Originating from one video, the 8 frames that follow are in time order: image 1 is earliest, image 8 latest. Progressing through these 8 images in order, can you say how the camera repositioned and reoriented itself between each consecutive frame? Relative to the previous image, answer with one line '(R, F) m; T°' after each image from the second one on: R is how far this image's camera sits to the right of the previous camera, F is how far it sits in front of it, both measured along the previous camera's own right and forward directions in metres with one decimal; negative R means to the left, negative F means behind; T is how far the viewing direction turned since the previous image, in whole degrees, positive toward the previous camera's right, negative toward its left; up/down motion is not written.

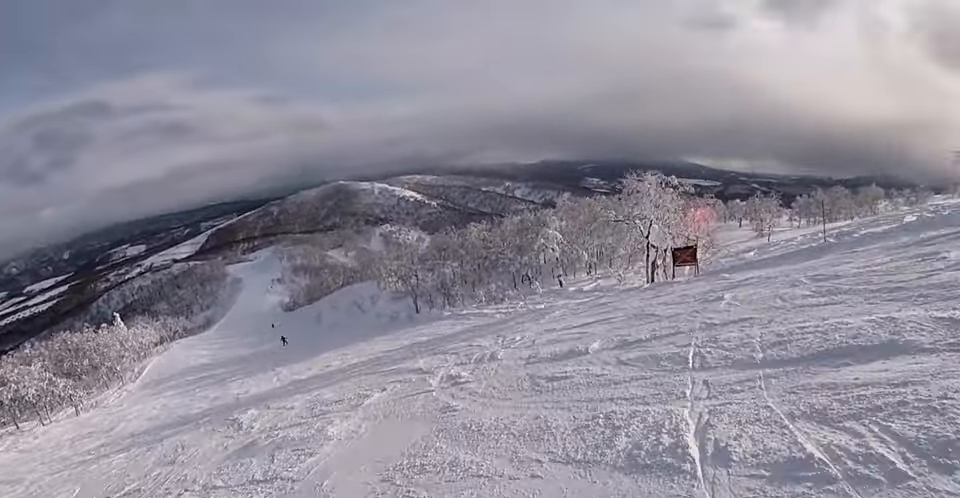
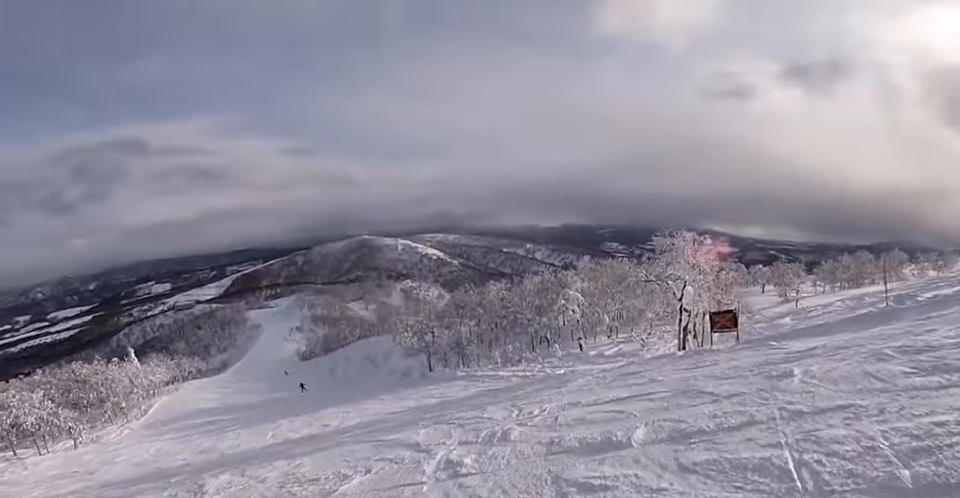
(+0.3, +2.0) m; 0°
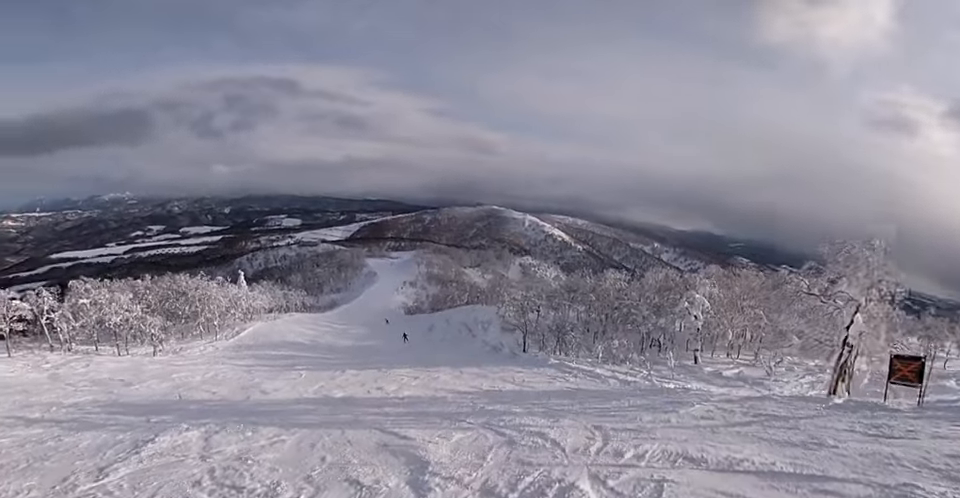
(-0.4, +3.9) m; -8°
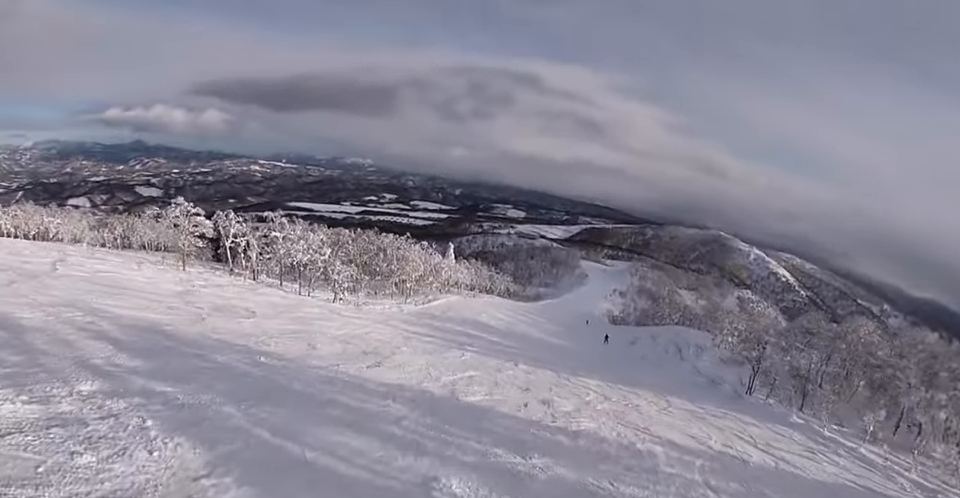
(-0.7, +6.5) m; -15°
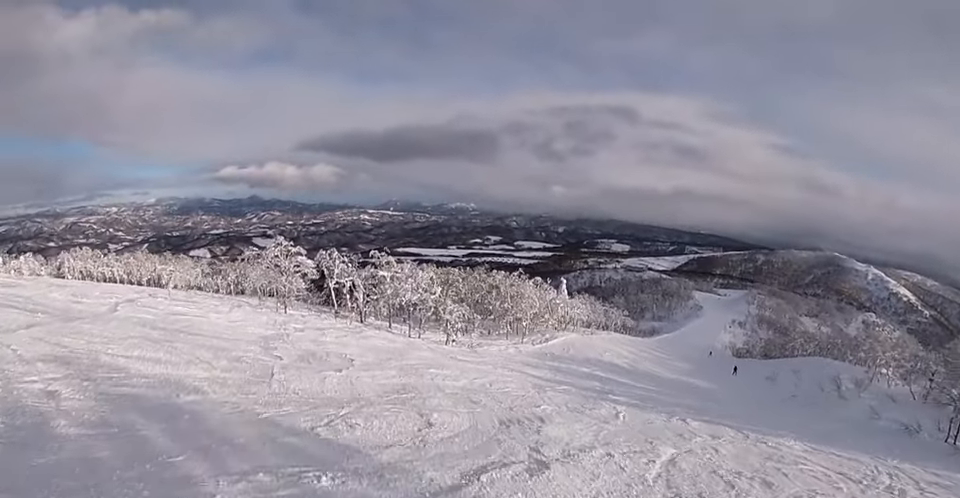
(-0.7, +5.1) m; -2°
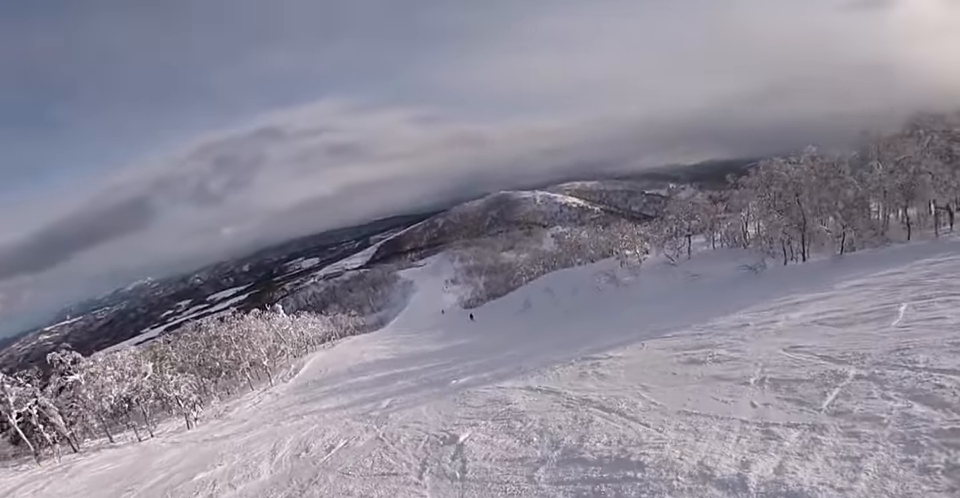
(+0.7, +8.2) m; +29°
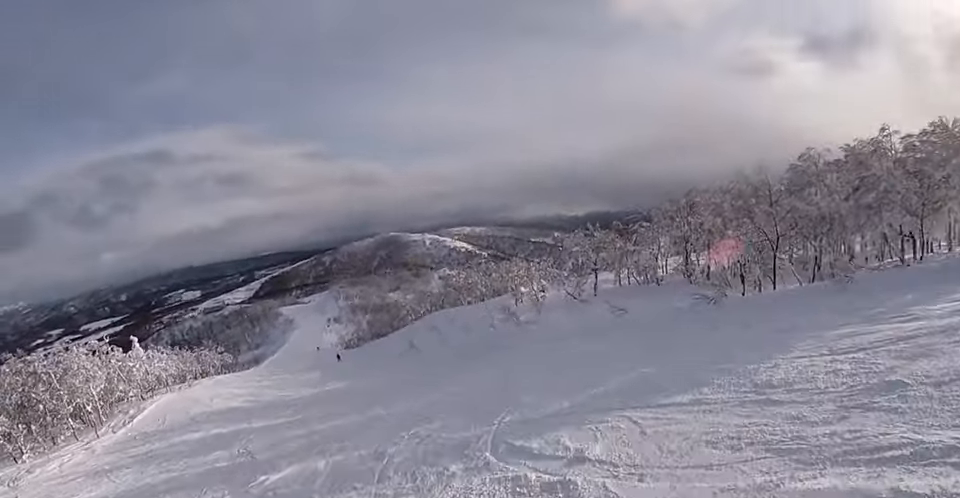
(+2.1, +8.1) m; -1°
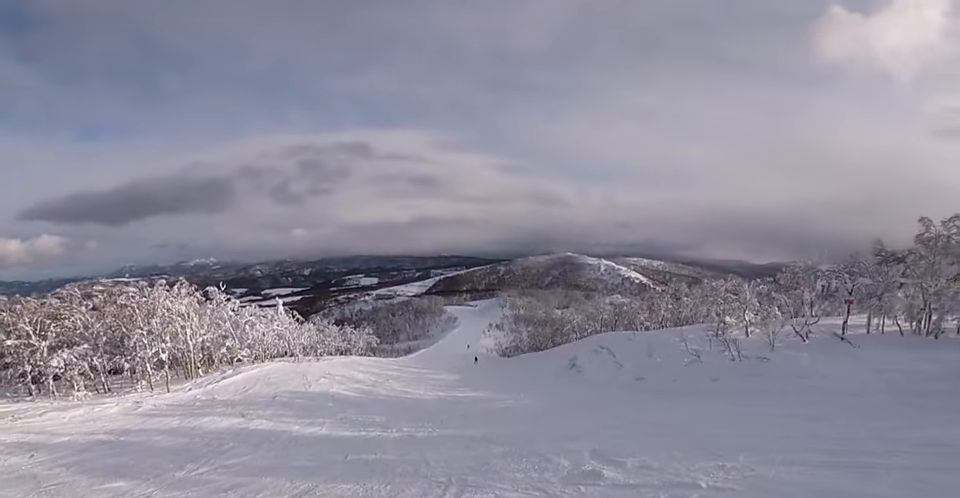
(-2.2, +13.5) m; -6°
